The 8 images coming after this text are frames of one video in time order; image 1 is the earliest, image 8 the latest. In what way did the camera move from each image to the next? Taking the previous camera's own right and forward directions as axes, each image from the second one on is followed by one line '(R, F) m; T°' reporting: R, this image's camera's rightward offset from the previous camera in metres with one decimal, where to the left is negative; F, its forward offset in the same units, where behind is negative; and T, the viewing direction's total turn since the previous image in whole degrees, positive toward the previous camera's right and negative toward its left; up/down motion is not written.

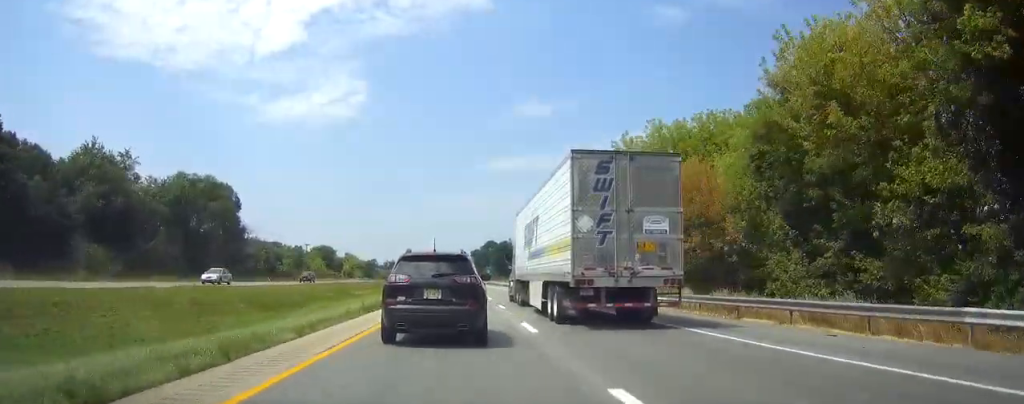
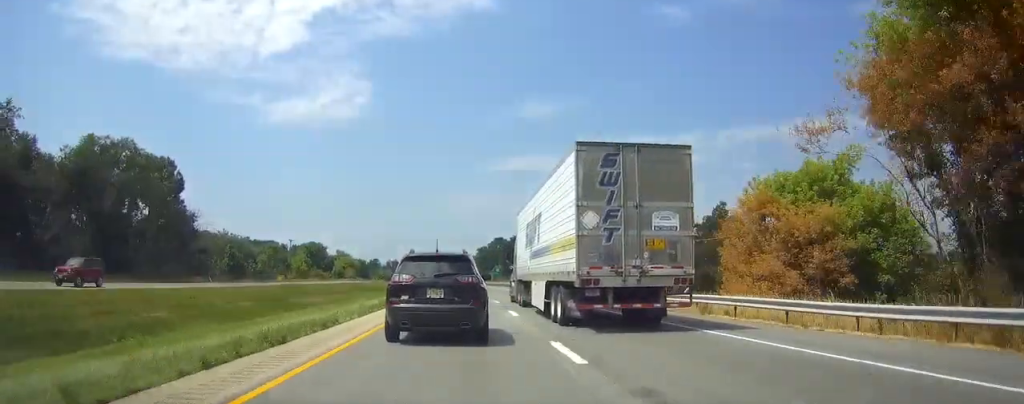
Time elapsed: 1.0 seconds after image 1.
(+0.1, +30.3) m; 0°
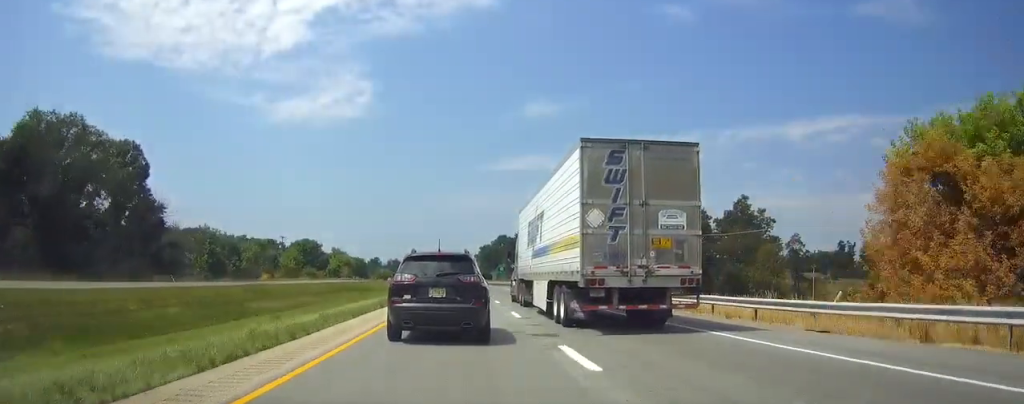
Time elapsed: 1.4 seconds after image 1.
(0.0, +13.1) m; 0°
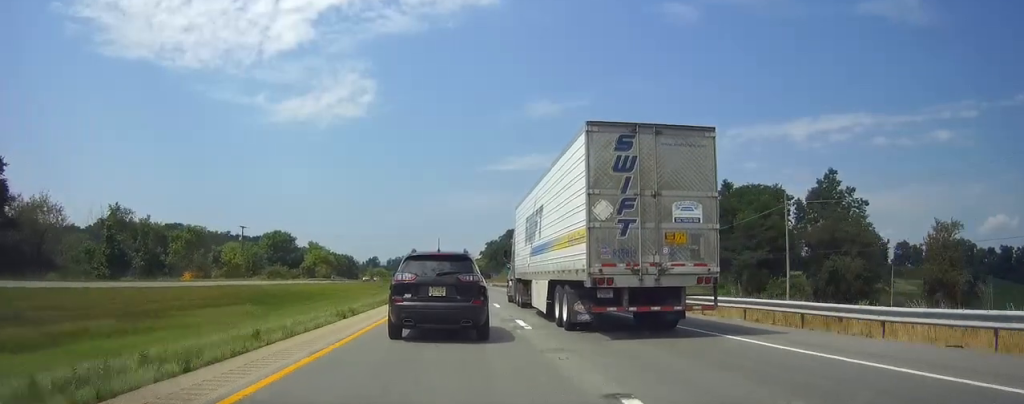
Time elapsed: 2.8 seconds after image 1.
(-0.1, +41.4) m; 0°
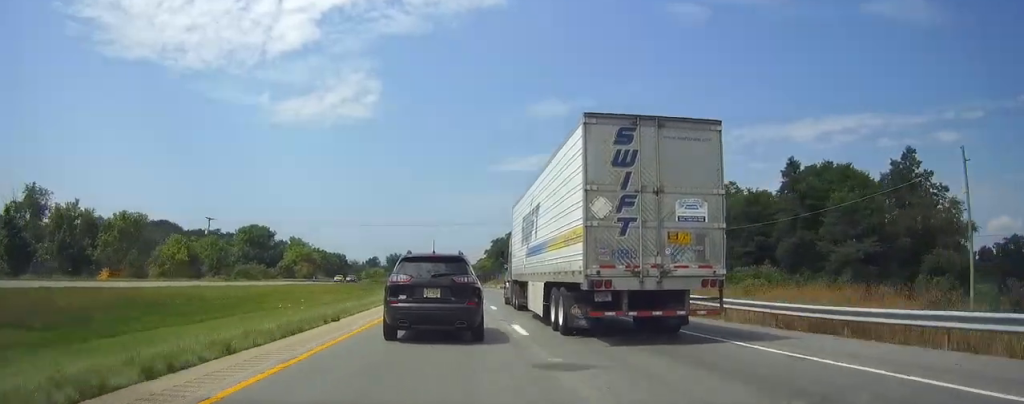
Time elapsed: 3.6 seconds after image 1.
(0.0, +25.3) m; 0°
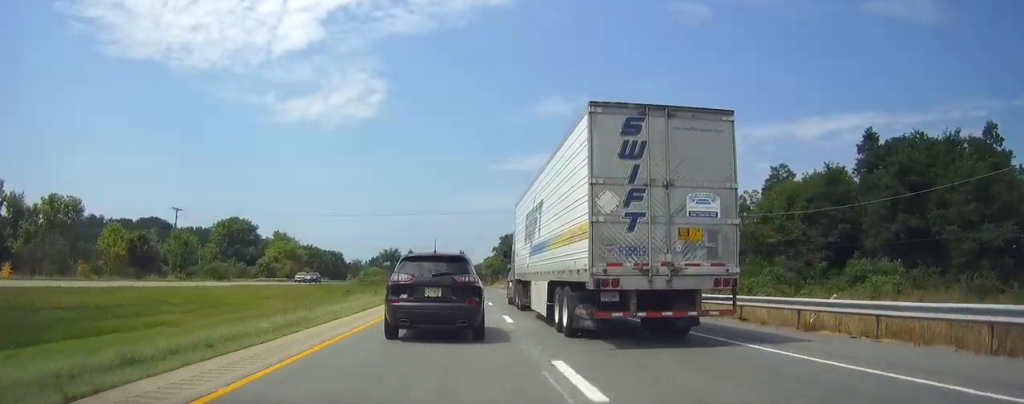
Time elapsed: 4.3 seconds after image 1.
(0.0, +20.2) m; 0°
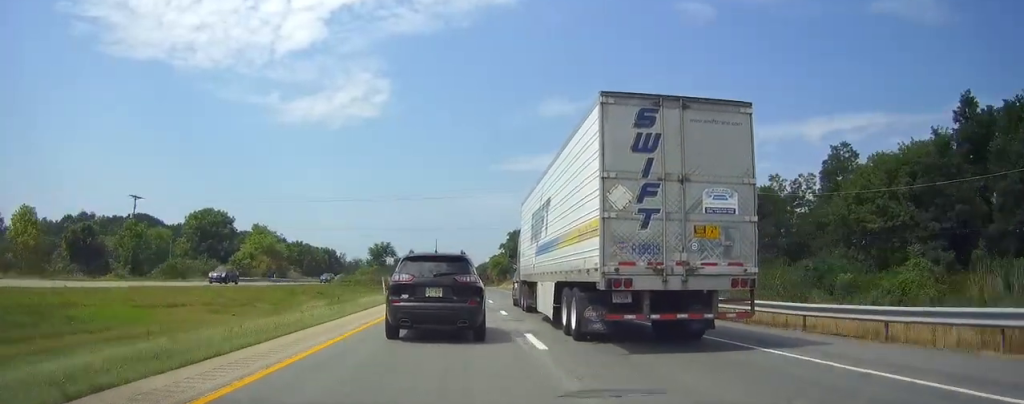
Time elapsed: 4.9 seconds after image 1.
(-0.1, +19.2) m; -1°
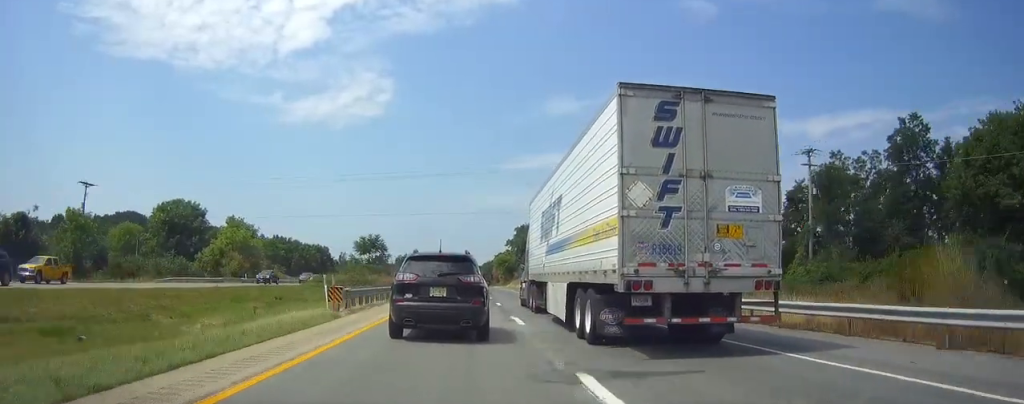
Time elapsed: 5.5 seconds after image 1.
(-0.1, +17.1) m; 0°
